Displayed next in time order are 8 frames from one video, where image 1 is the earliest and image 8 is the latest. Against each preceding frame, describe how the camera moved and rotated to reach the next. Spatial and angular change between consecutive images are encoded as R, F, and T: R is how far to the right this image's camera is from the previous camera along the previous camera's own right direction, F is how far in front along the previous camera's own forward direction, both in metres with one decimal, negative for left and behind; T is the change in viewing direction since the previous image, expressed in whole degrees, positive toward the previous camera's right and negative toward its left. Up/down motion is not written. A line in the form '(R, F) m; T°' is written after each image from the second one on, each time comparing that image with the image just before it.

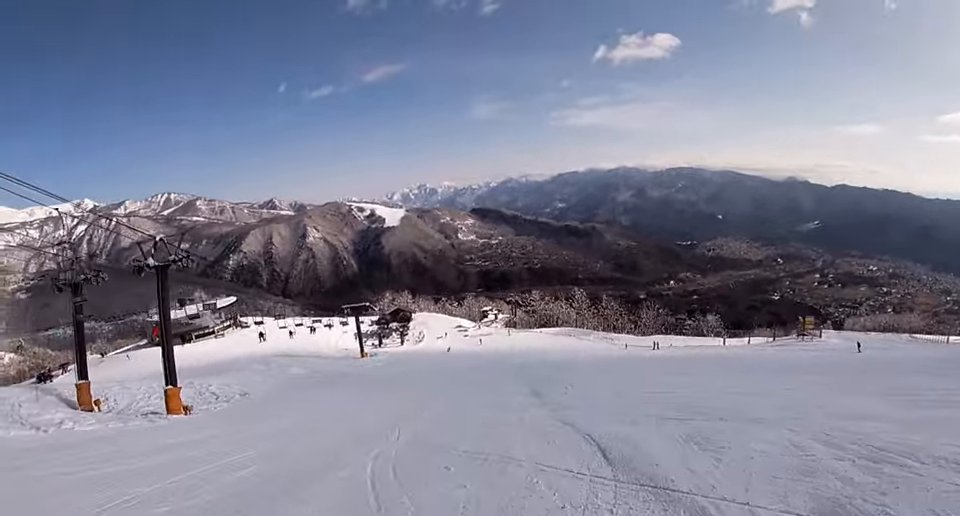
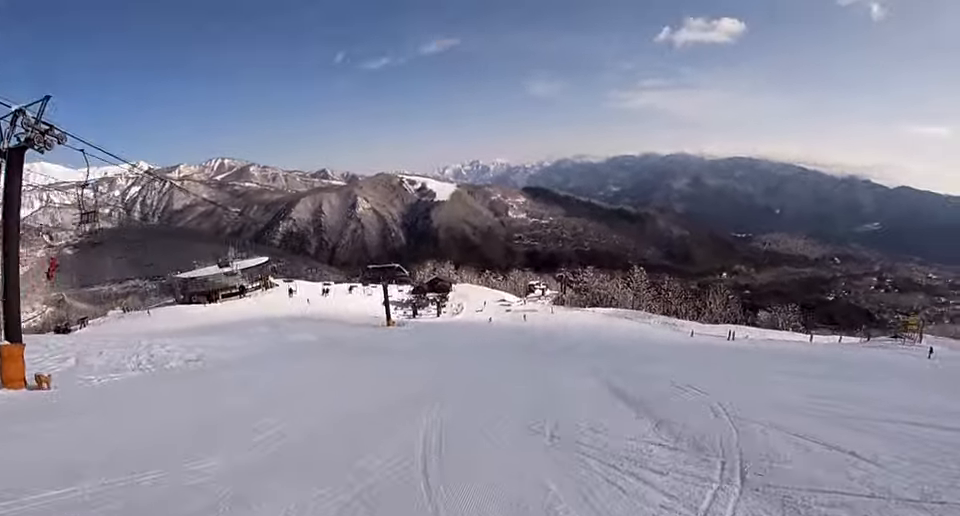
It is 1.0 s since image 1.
(+0.7, +13.7) m; +4°
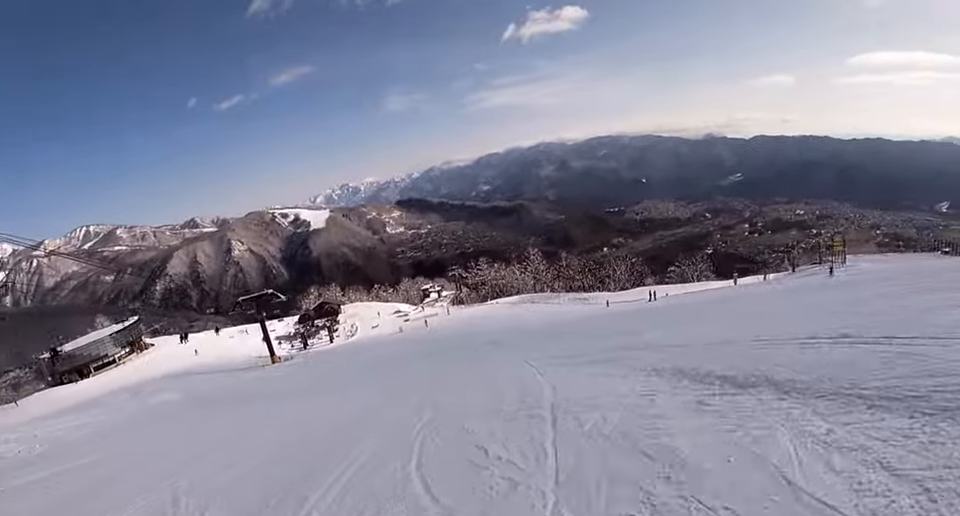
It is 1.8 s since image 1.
(+0.1, +10.0) m; +1°
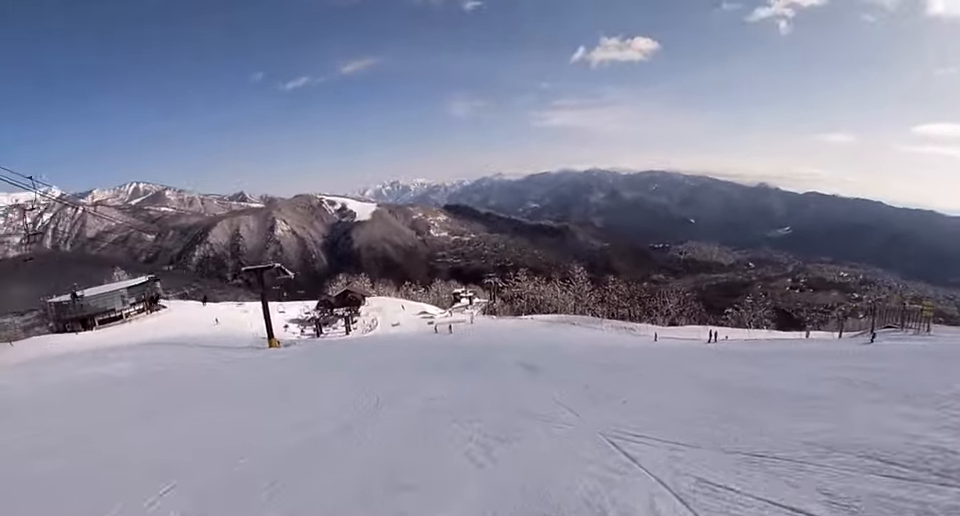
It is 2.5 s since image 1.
(0.0, +10.4) m; 0°
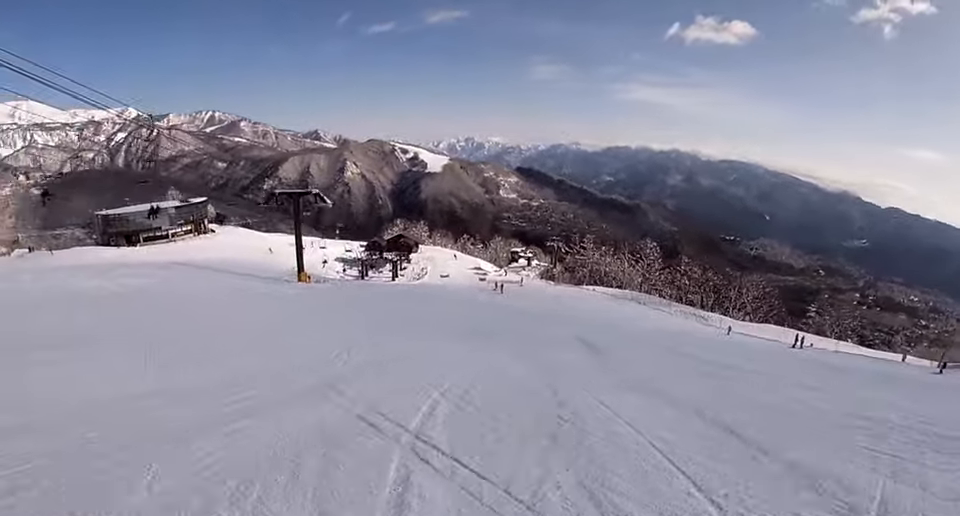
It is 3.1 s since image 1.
(0.0, +7.7) m; 0°
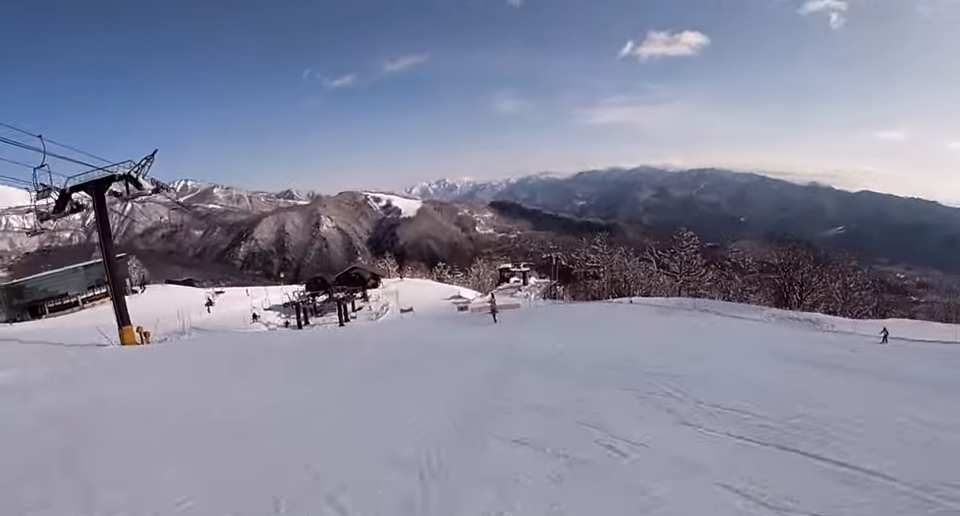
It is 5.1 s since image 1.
(-0.2, +26.8) m; -11°
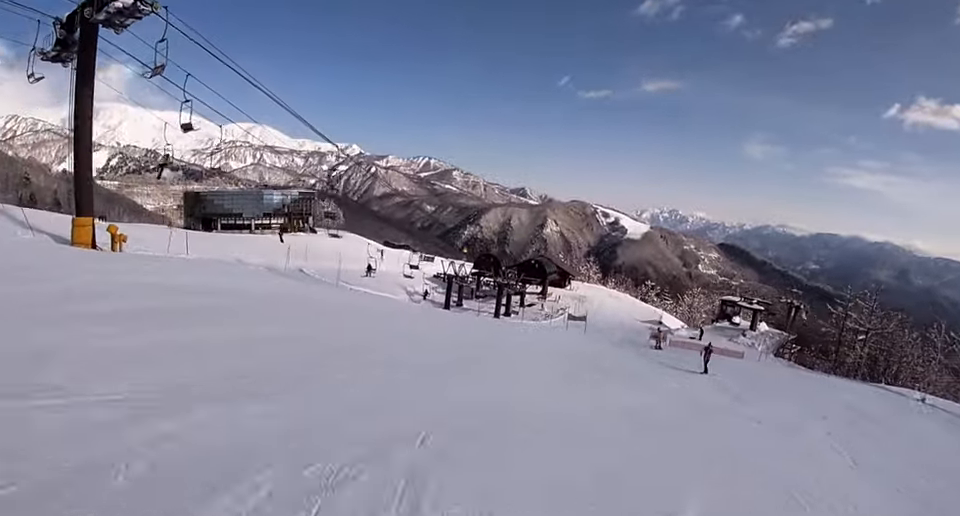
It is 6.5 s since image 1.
(-2.9, +15.0) m; -10°
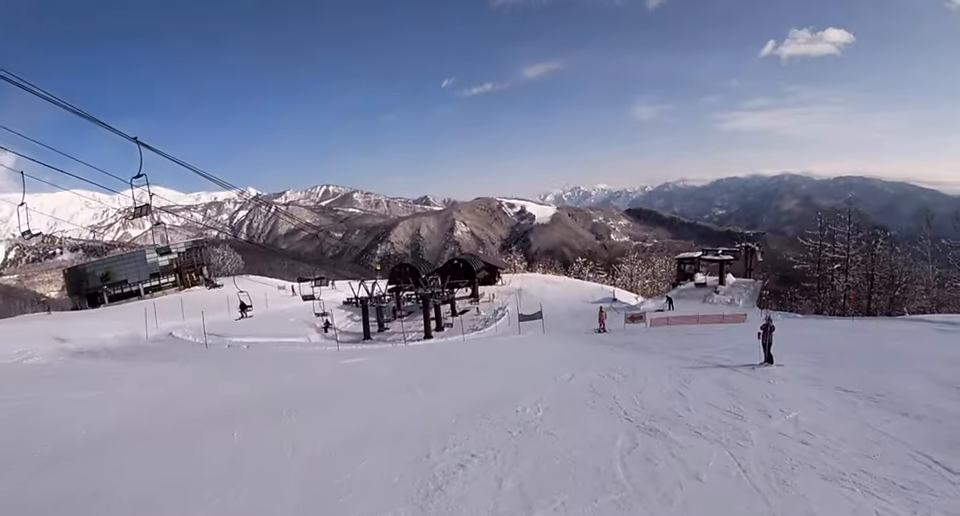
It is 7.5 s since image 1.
(+0.4, +7.9) m; +10°
